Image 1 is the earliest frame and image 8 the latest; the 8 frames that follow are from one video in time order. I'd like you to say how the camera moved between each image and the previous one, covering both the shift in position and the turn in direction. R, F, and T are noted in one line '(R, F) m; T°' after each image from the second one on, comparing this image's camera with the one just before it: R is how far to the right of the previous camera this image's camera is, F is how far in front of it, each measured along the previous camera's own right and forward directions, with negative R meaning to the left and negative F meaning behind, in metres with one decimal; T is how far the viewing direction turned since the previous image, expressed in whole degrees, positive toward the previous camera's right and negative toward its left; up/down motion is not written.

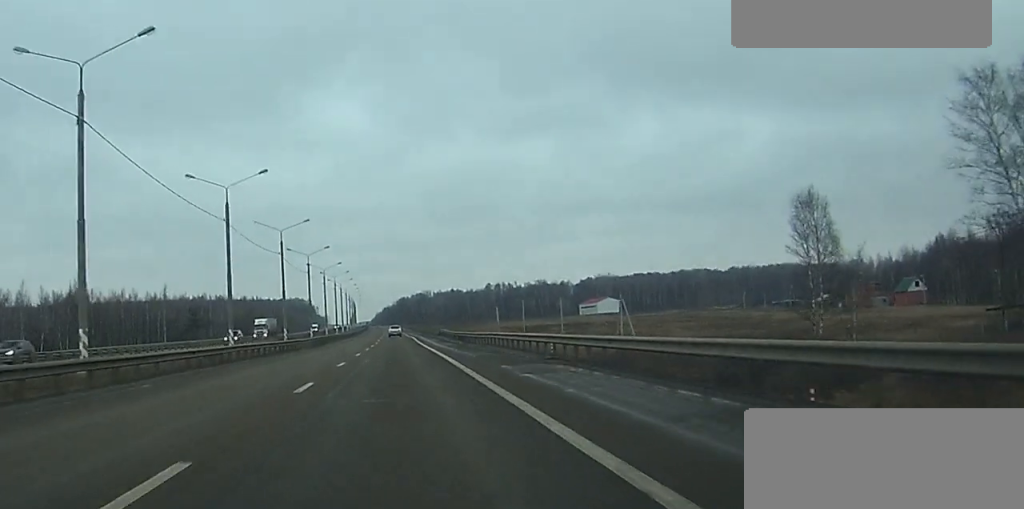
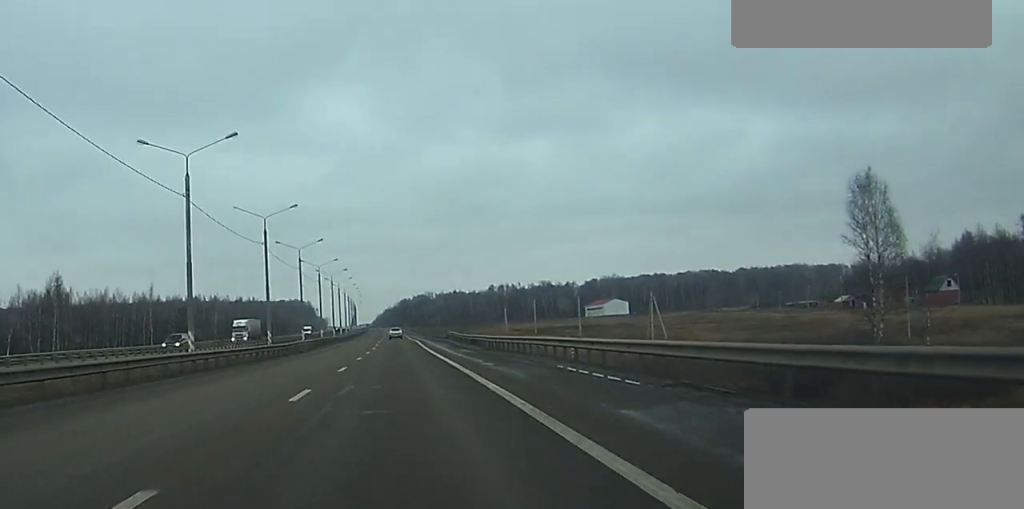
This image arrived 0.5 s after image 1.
(0.0, +13.4) m; 0°
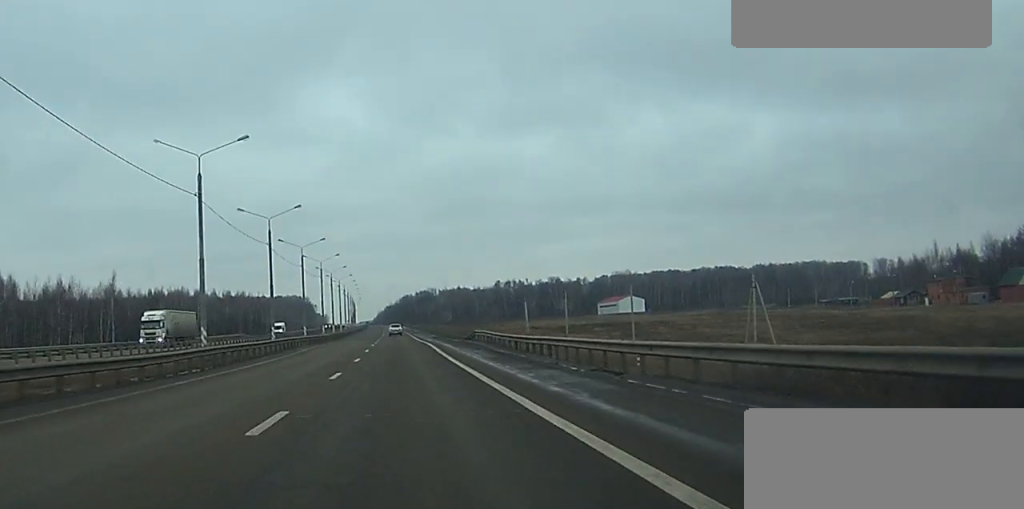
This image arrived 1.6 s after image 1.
(-0.1, +29.6) m; 0°
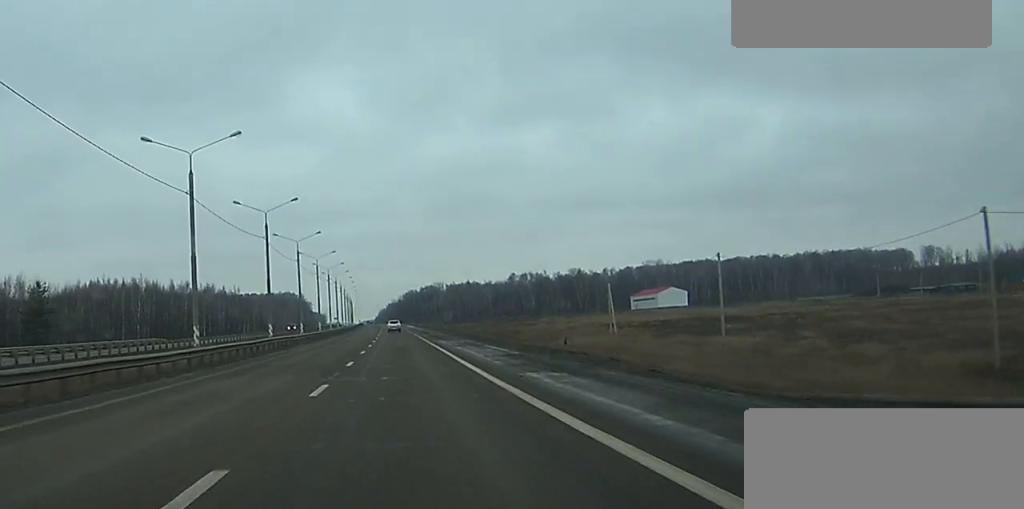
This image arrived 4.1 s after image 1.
(-0.3, +67.2) m; 0°
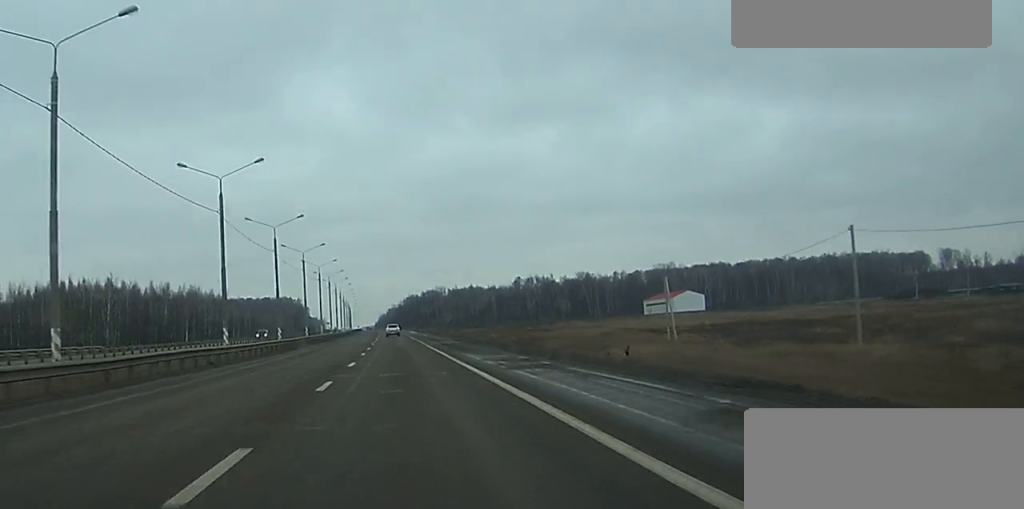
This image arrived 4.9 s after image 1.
(0.0, +22.8) m; 0°
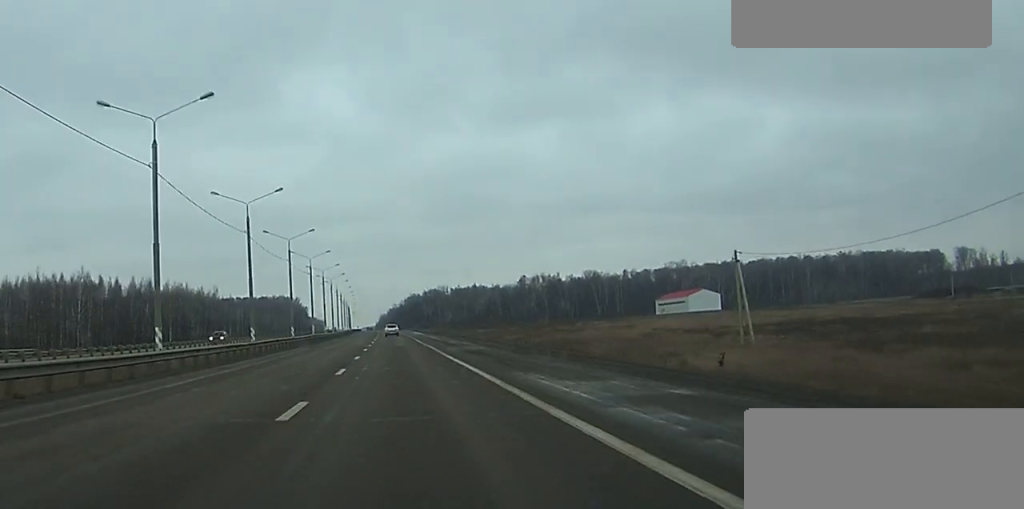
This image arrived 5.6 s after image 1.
(0.0, +18.3) m; 0°
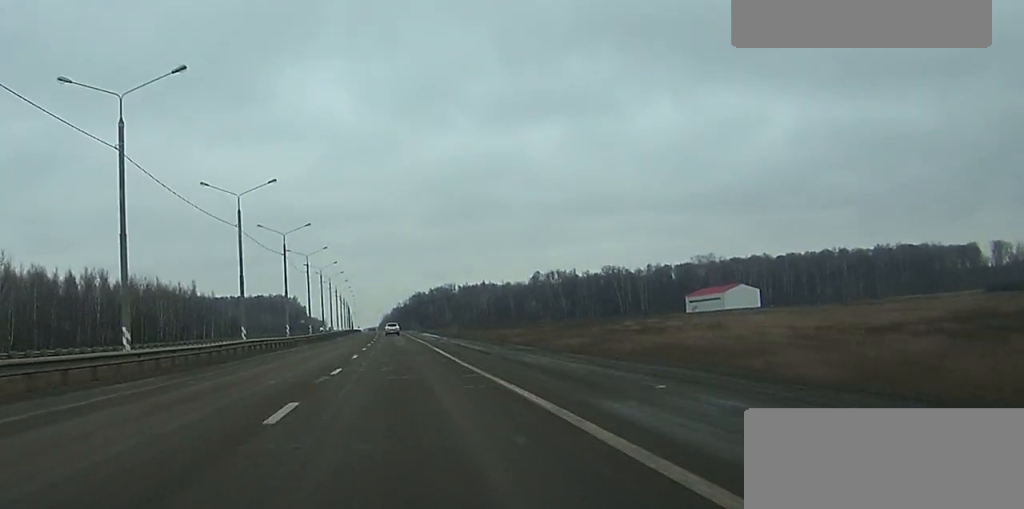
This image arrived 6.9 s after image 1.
(+0.1, +37.6) m; 0°
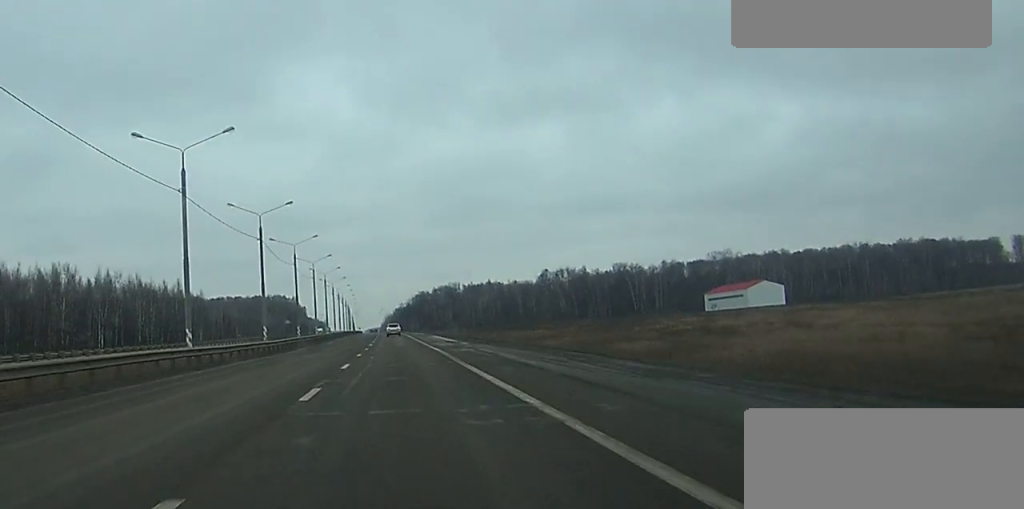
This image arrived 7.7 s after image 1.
(0.0, +20.2) m; 0°
